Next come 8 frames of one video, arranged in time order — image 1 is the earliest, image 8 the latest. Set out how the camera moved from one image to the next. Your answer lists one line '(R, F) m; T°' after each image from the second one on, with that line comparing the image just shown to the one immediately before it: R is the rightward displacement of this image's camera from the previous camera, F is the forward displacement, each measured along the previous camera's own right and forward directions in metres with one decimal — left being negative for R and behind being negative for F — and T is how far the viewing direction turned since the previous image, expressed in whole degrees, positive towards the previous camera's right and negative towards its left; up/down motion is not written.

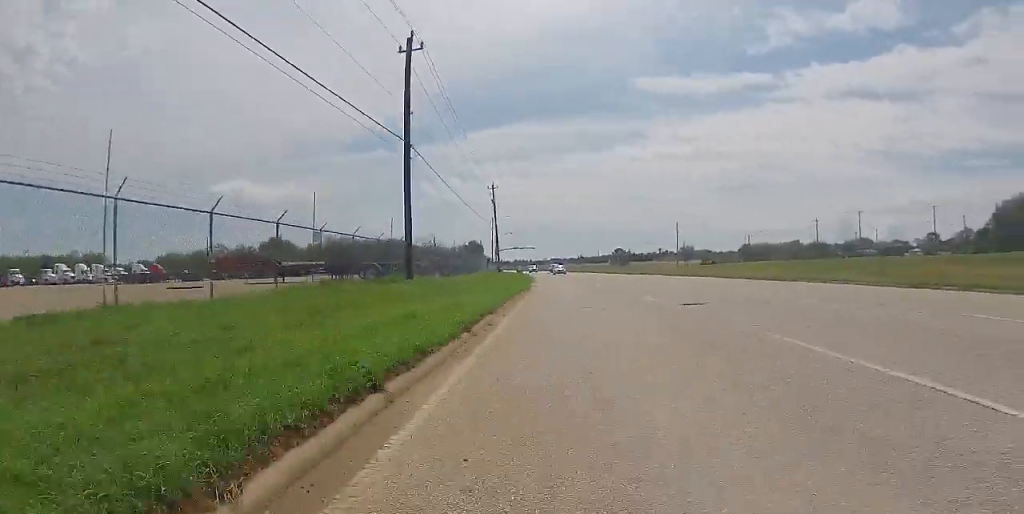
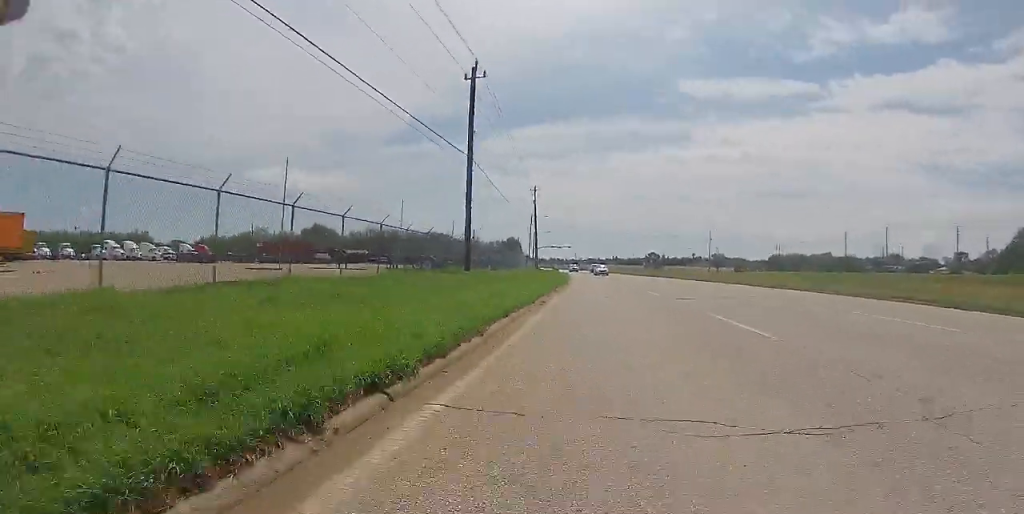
(0.0, +5.1) m; 0°
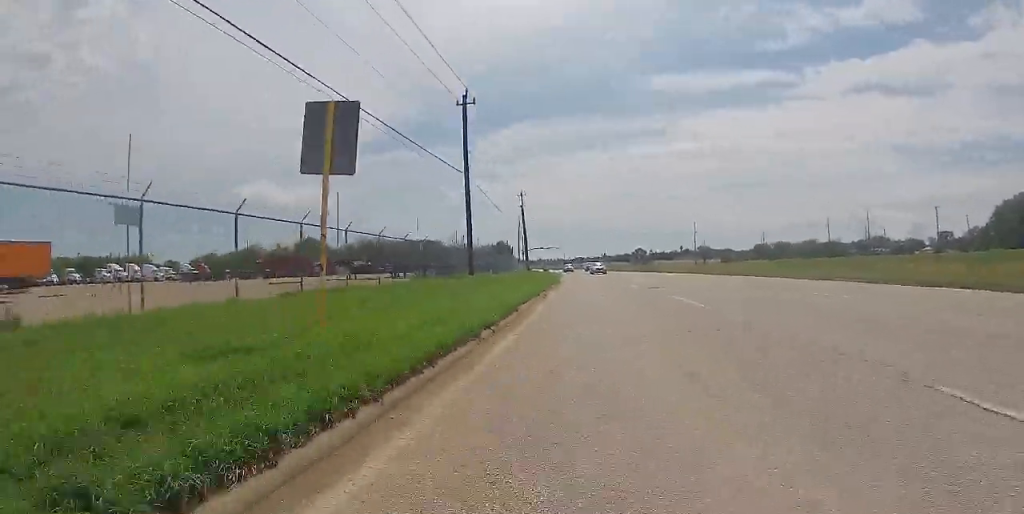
(0.0, +3.9) m; 0°
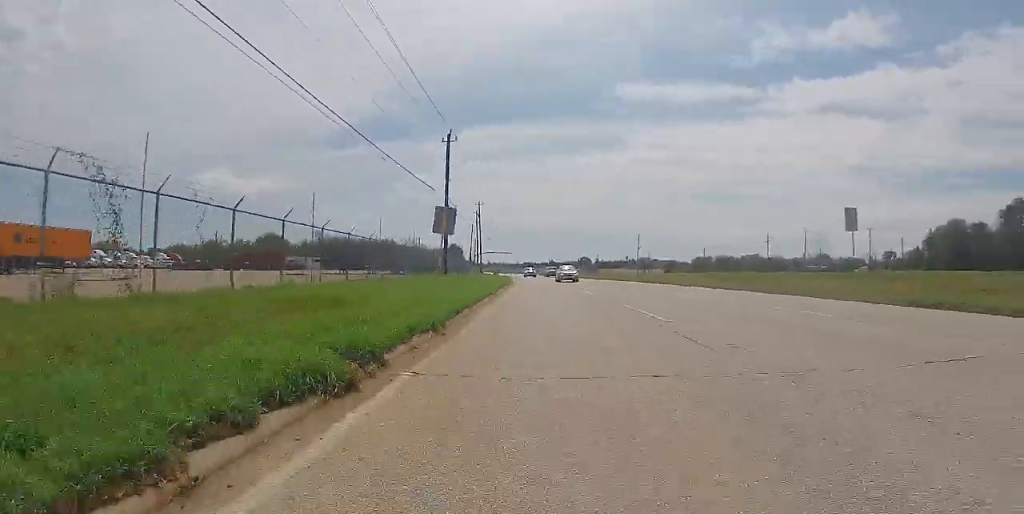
(-0.1, +9.3) m; +1°
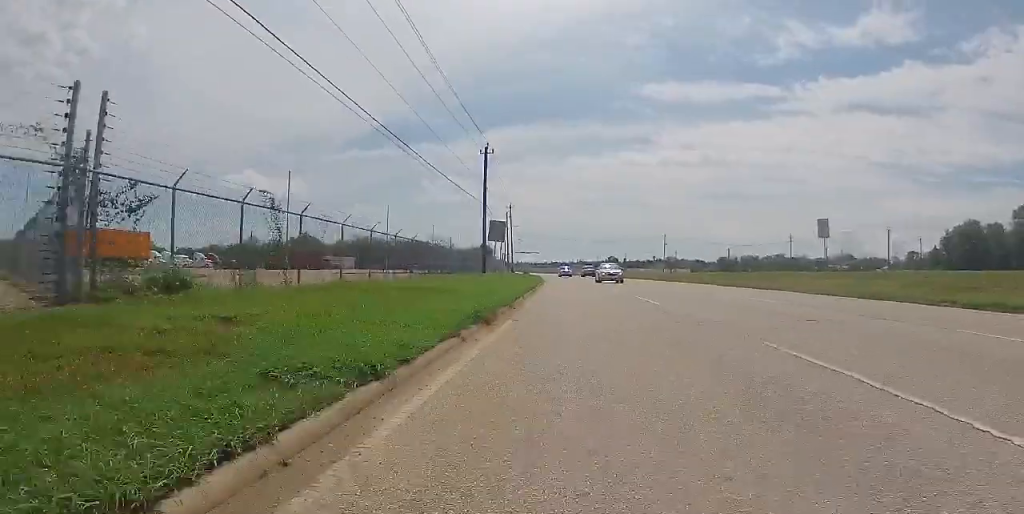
(0.0, +4.2) m; +2°
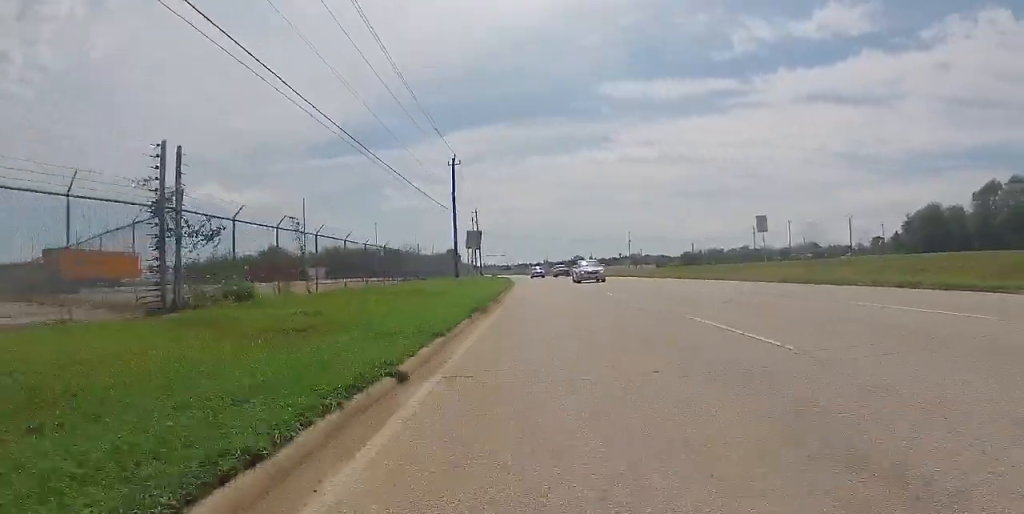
(0.0, +2.9) m; +1°
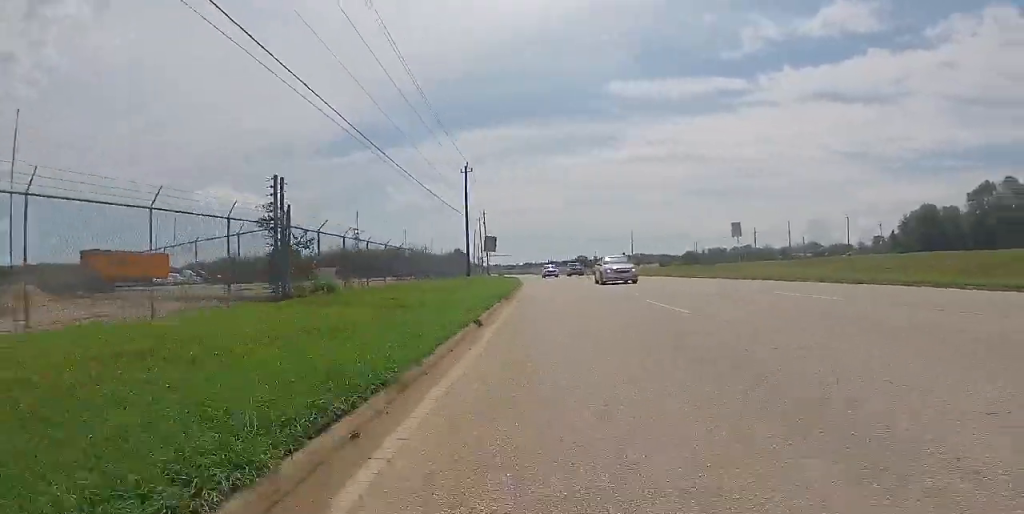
(+0.1, +4.2) m; 0°
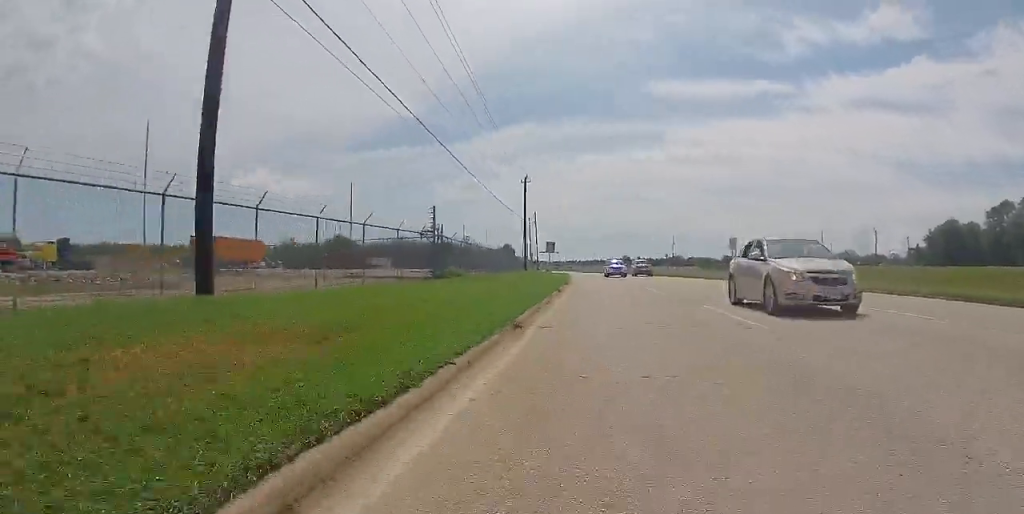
(-0.1, +10.3) m; -3°
